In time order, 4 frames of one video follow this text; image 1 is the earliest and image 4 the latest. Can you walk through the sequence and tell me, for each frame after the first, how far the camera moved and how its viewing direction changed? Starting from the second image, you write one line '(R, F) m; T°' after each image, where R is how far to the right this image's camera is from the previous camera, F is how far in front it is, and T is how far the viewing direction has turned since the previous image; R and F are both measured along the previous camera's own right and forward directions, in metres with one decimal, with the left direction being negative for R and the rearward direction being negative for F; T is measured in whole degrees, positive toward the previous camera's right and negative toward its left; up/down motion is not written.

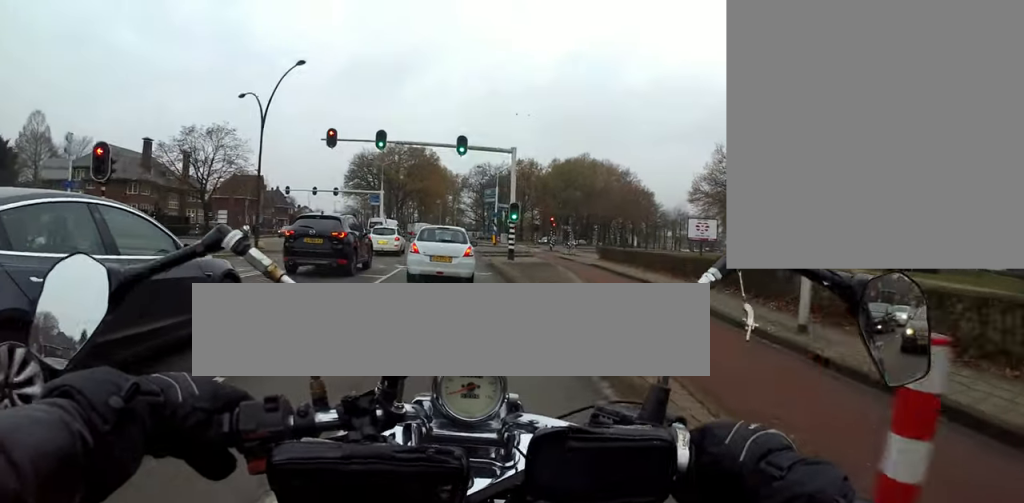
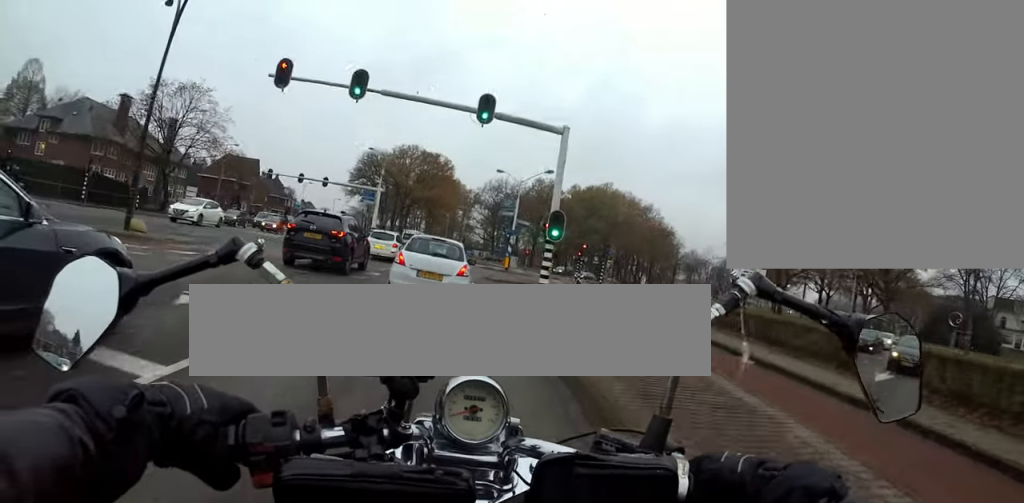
(0.0, +9.8) m; -1°
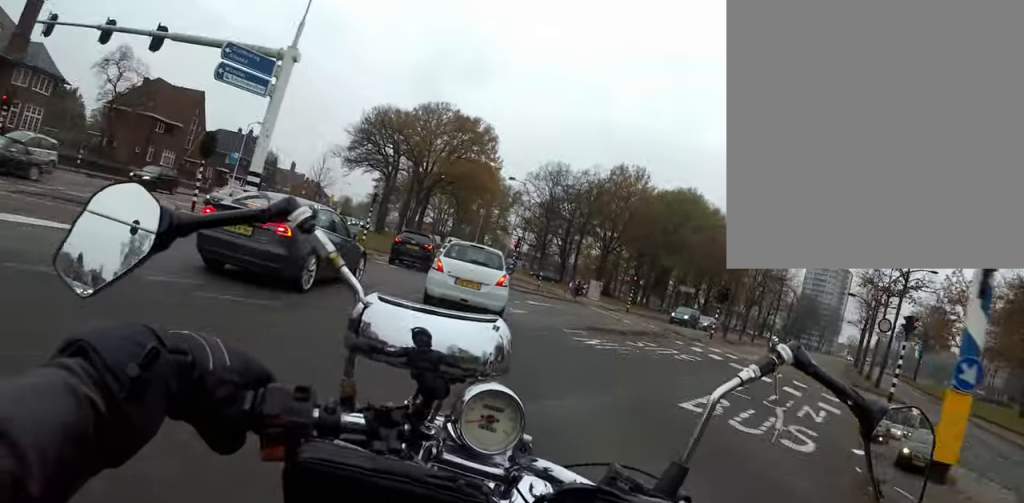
(-2.6, +33.3) m; 0°
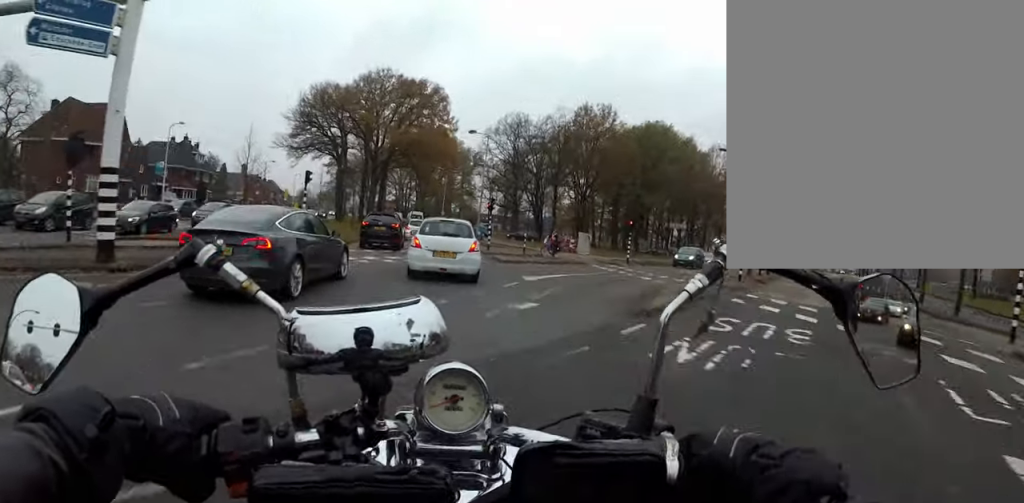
(0.0, +4.9) m; -2°
